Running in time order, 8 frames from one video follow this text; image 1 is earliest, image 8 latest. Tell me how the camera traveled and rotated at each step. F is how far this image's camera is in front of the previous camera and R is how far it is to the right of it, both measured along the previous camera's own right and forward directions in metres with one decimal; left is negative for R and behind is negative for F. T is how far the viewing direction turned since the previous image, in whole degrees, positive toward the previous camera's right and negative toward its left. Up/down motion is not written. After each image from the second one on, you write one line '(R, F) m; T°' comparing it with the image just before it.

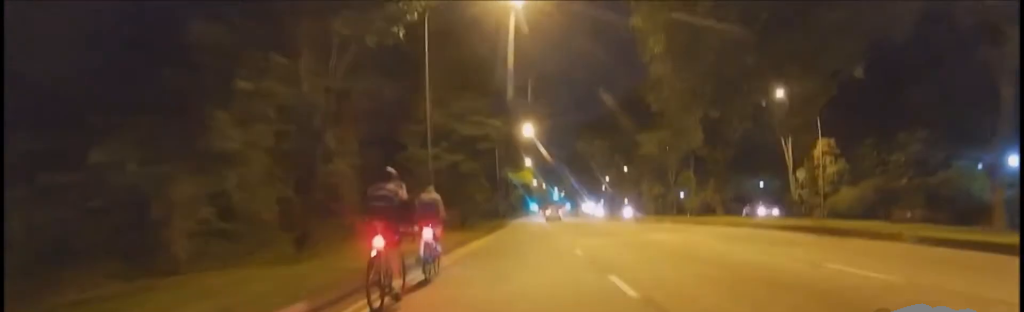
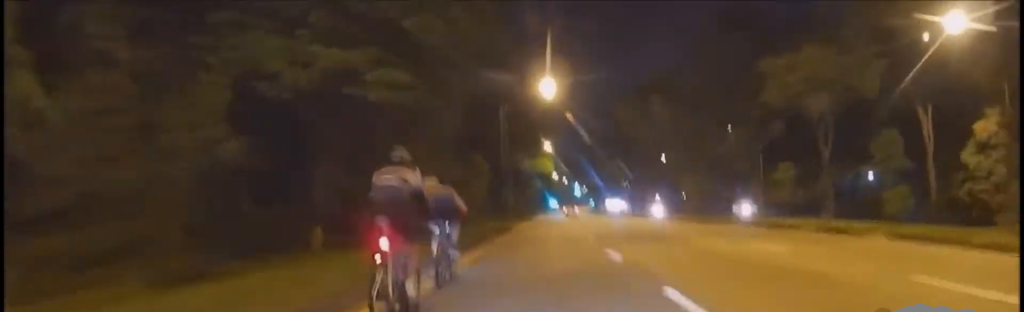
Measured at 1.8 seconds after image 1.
(+1.4, +19.3) m; 0°
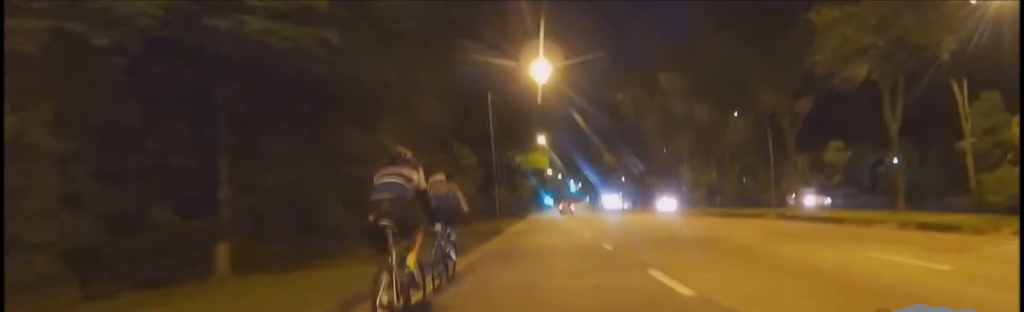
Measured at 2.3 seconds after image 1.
(-0.5, +4.6) m; -3°
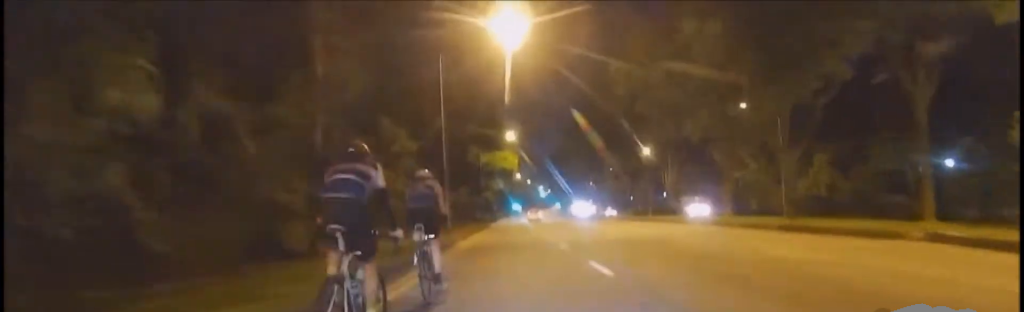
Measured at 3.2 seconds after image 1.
(-0.1, +10.1) m; -1°
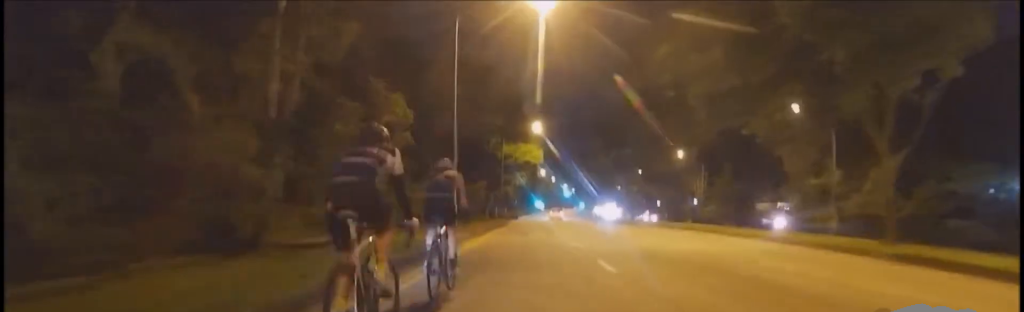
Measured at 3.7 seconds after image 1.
(+0.1, +5.0) m; 0°
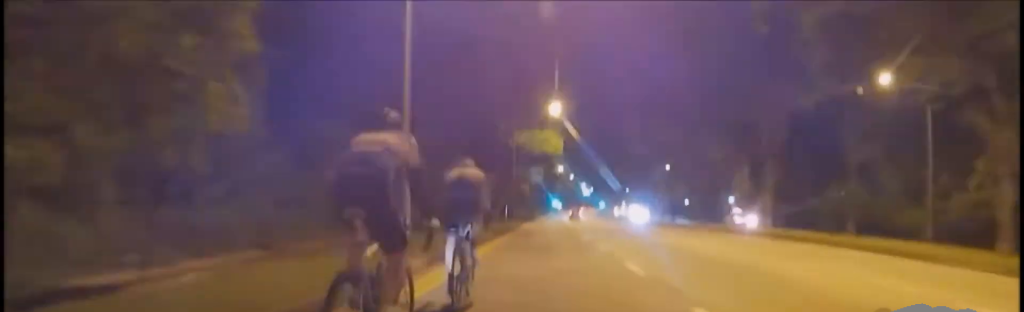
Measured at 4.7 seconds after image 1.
(-0.3, +10.5) m; -2°
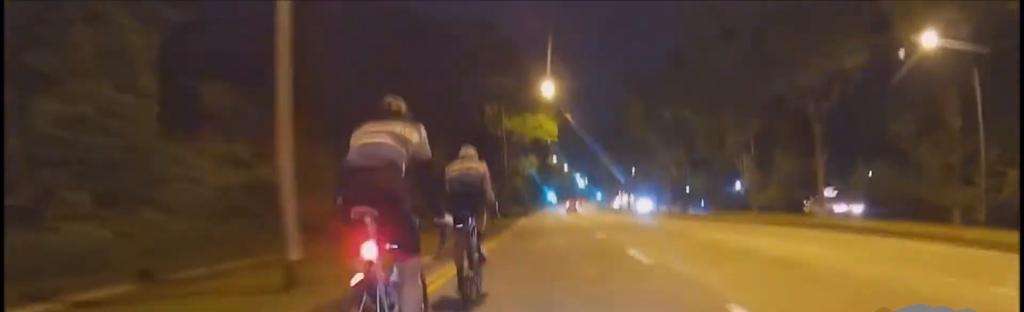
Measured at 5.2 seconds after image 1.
(0.0, +5.6) m; 0°
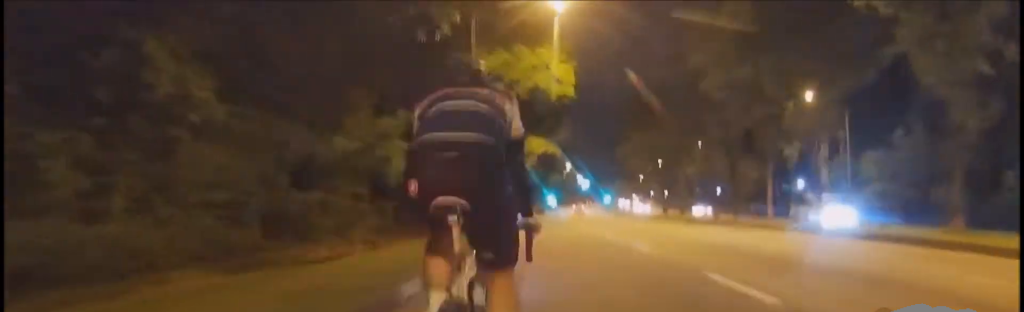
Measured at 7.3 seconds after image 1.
(+0.6, +21.8) m; +2°
